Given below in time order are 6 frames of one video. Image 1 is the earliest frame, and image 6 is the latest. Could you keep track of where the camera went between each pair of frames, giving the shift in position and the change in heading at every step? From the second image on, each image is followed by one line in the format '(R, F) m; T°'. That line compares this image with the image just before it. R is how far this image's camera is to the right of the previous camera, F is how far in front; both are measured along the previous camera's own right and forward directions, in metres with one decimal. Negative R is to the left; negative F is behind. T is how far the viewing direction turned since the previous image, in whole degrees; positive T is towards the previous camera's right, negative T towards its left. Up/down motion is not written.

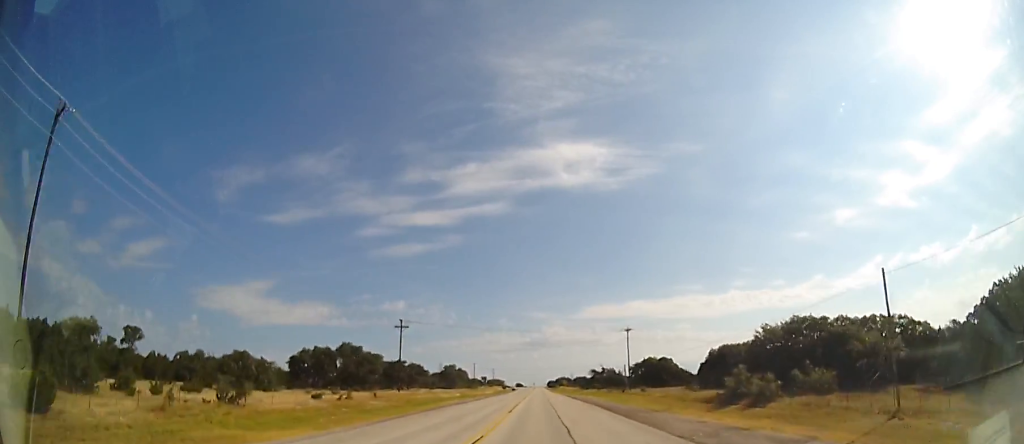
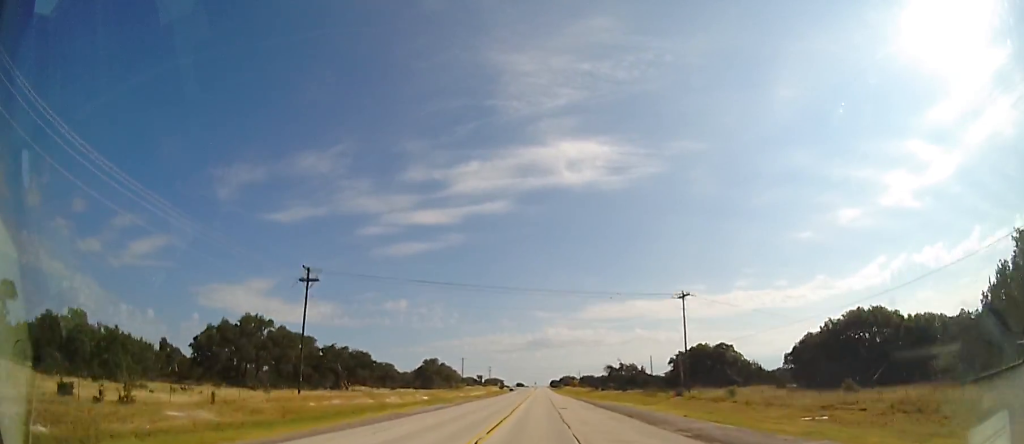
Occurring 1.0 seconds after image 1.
(-0.1, +30.4) m; -1°
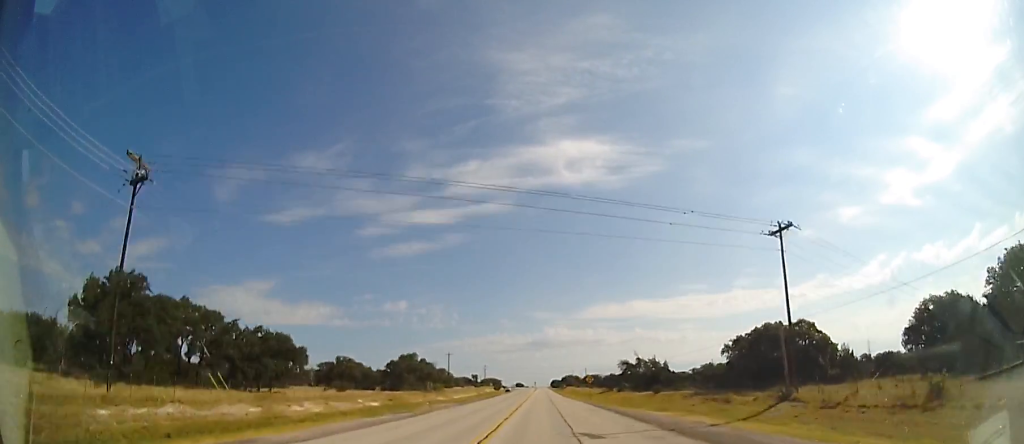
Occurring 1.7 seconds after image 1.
(-0.1, +21.9) m; -1°
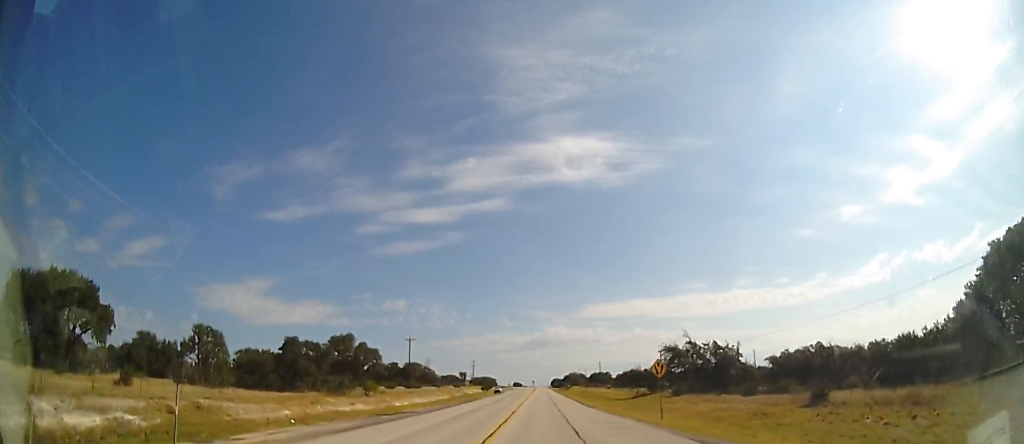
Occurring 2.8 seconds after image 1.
(-0.1, +35.9) m; 0°
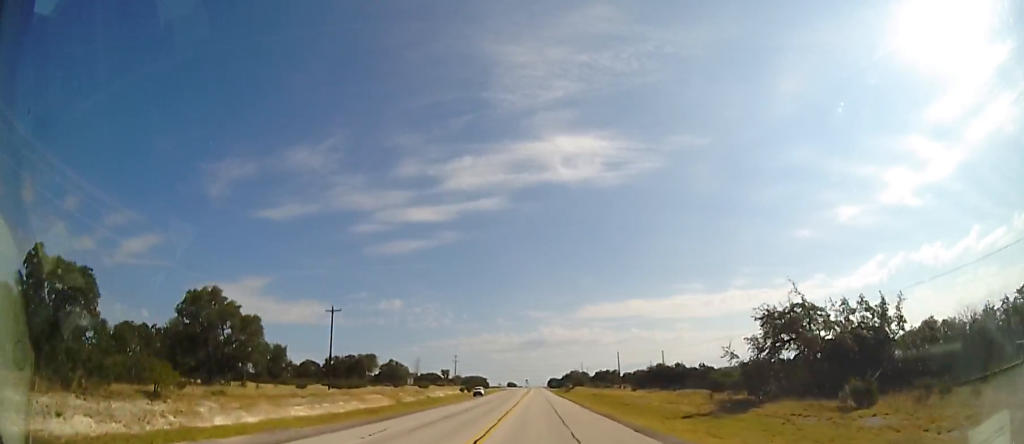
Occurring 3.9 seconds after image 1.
(+0.3, +31.4) m; 0°
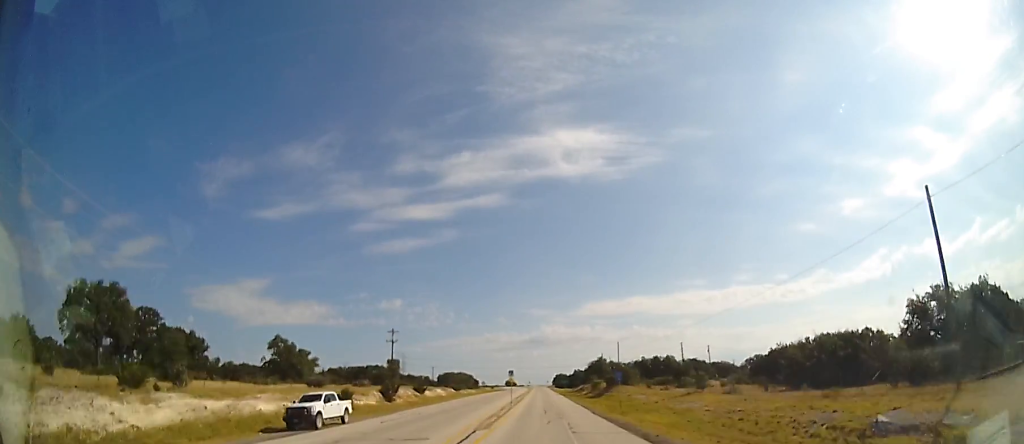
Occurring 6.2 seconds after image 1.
(-0.1, +69.8) m; 0°
